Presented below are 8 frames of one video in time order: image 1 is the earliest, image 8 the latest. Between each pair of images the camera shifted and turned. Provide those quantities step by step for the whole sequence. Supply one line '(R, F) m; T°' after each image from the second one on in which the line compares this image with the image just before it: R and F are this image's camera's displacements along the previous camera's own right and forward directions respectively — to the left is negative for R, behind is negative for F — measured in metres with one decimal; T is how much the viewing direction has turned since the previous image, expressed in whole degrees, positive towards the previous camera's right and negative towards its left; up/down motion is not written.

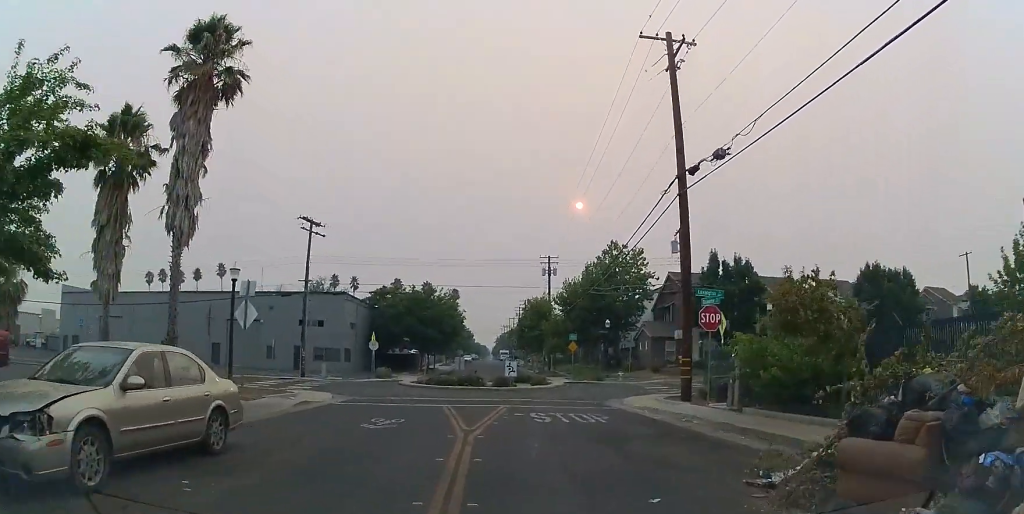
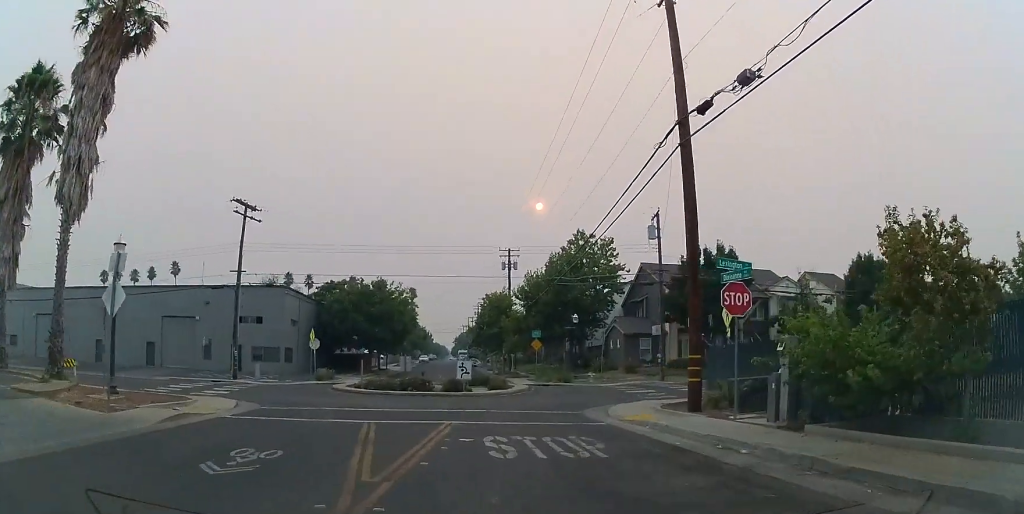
(+0.4, +5.2) m; +6°
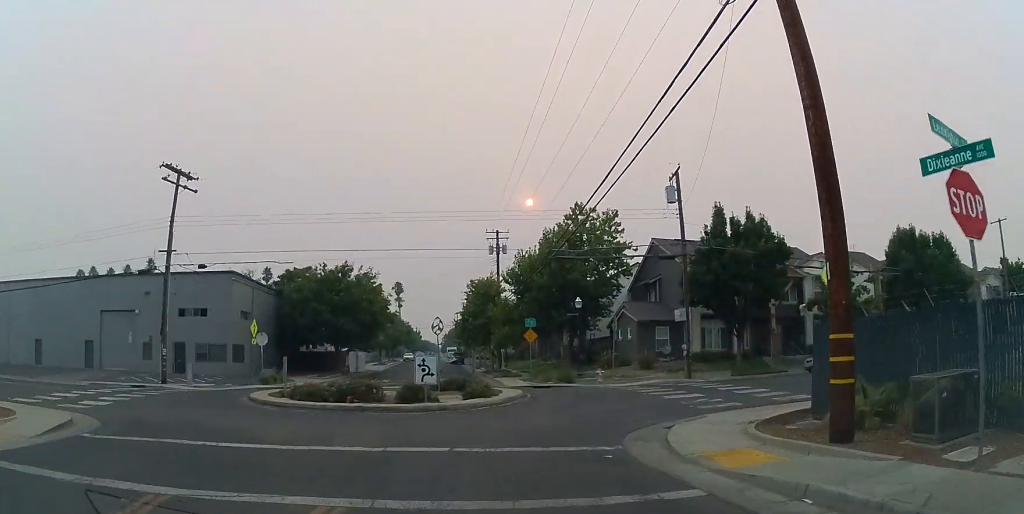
(-0.1, +7.8) m; -4°
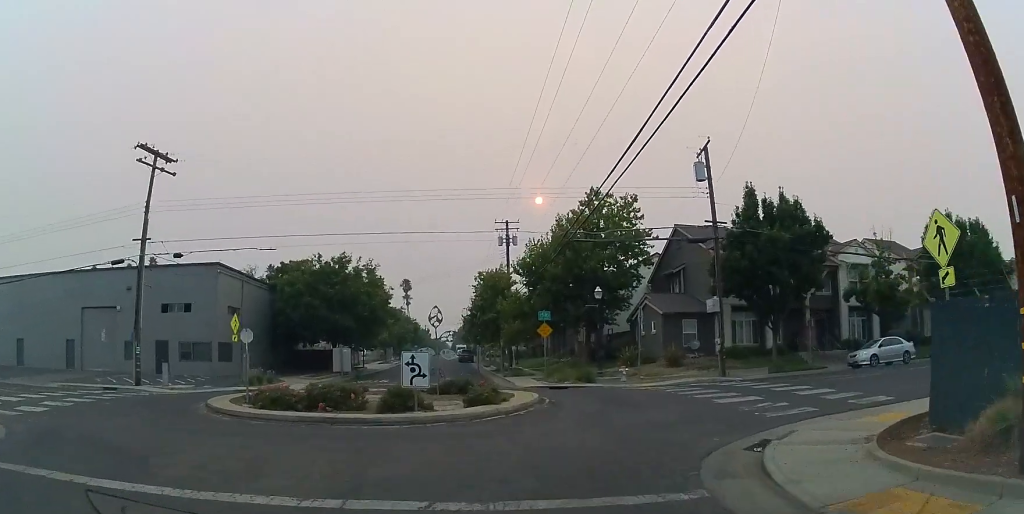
(-0.3, +3.7) m; +1°
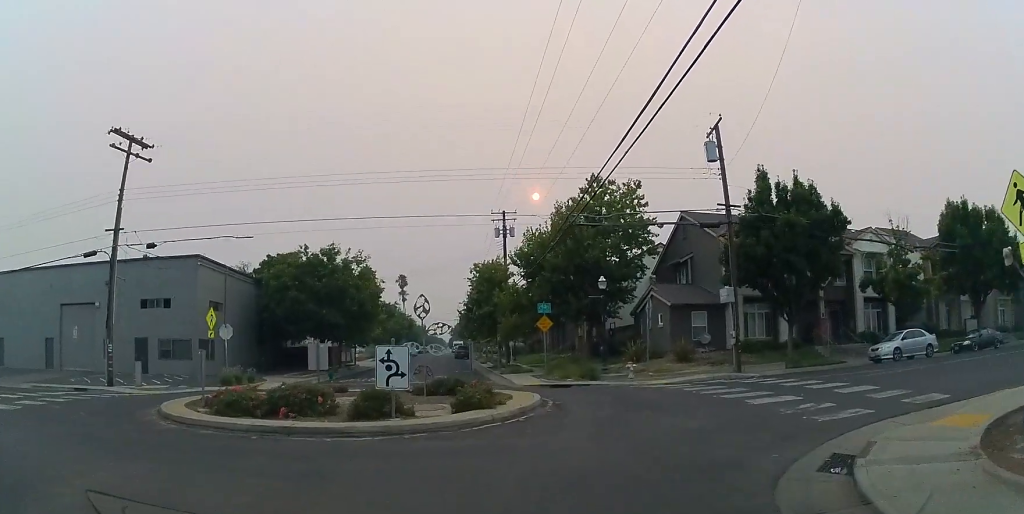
(+0.2, +2.5) m; +3°
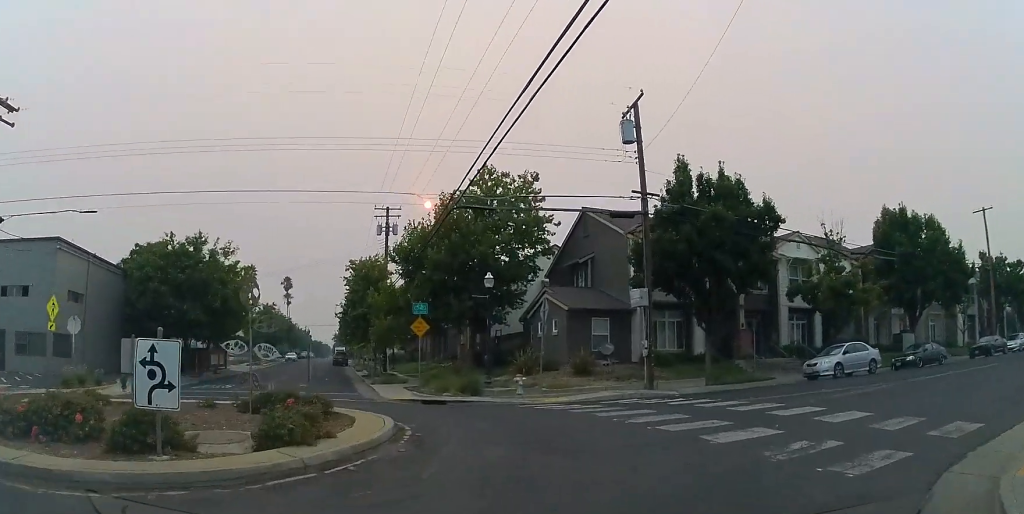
(+0.1, +4.6) m; +13°
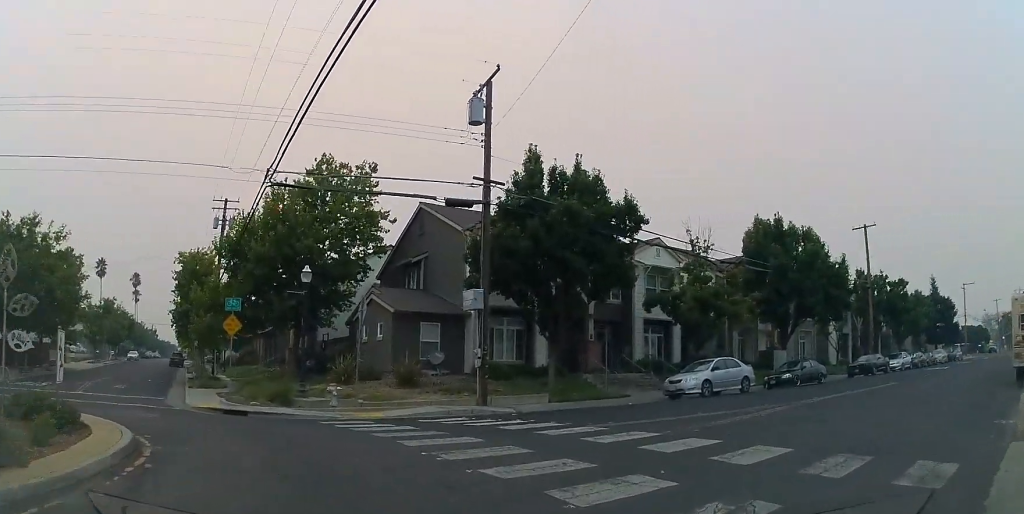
(+0.4, +2.8) m; +17°
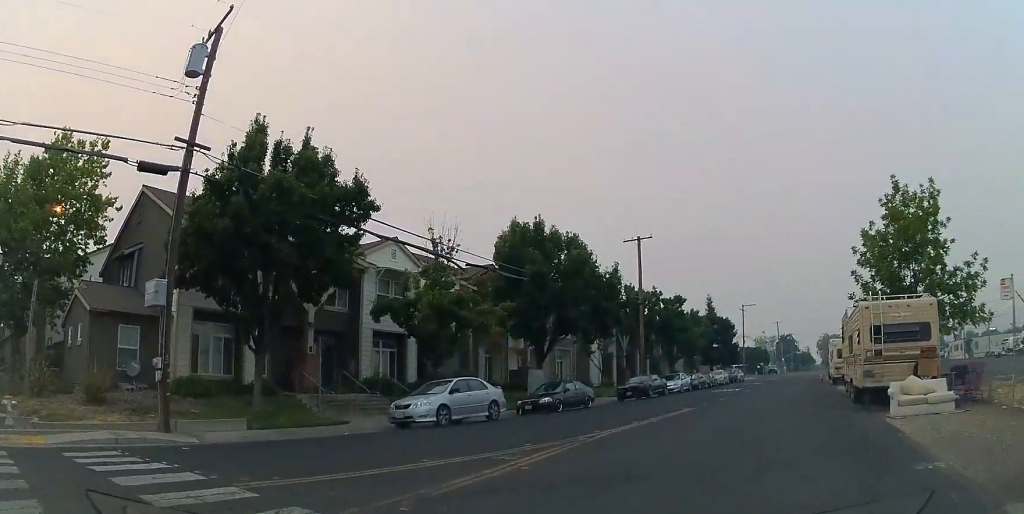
(+0.9, +3.8) m; +23°
